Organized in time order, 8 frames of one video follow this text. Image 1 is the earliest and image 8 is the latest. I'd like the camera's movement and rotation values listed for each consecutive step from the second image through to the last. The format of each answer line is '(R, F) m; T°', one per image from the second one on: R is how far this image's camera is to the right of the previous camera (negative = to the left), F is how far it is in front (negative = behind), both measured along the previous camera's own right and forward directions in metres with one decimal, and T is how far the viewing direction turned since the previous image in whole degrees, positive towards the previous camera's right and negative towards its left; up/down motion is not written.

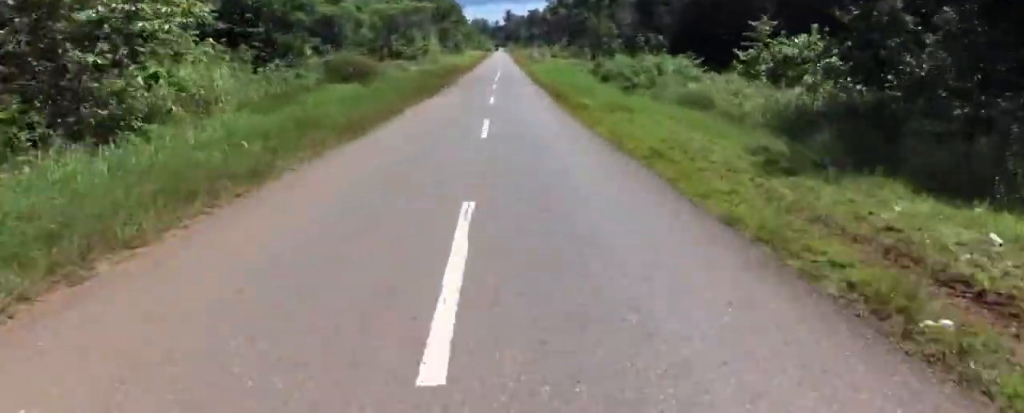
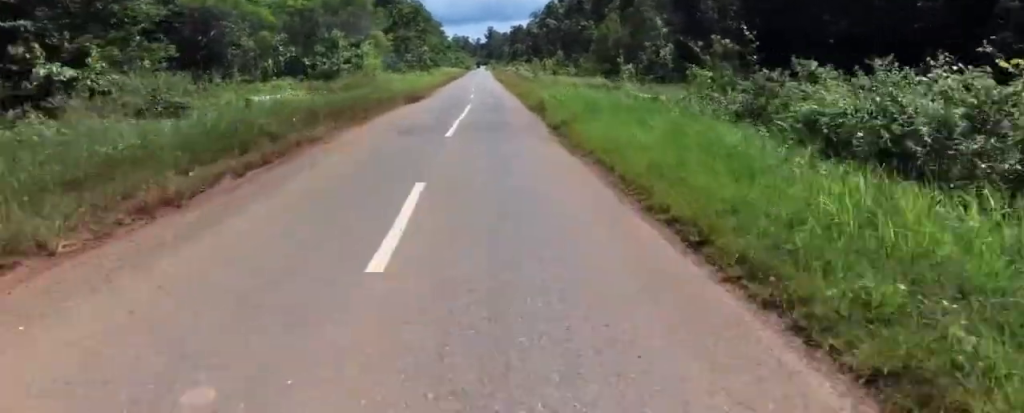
(-0.8, +24.9) m; -3°
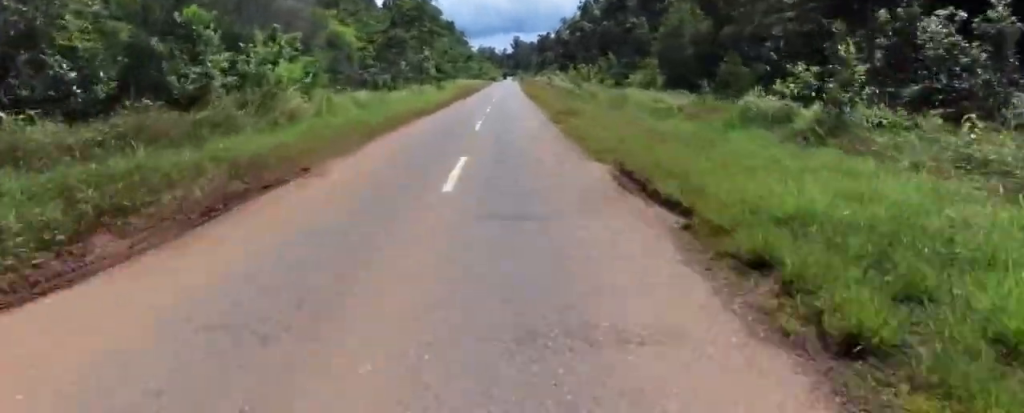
(0.0, +19.5) m; -1°
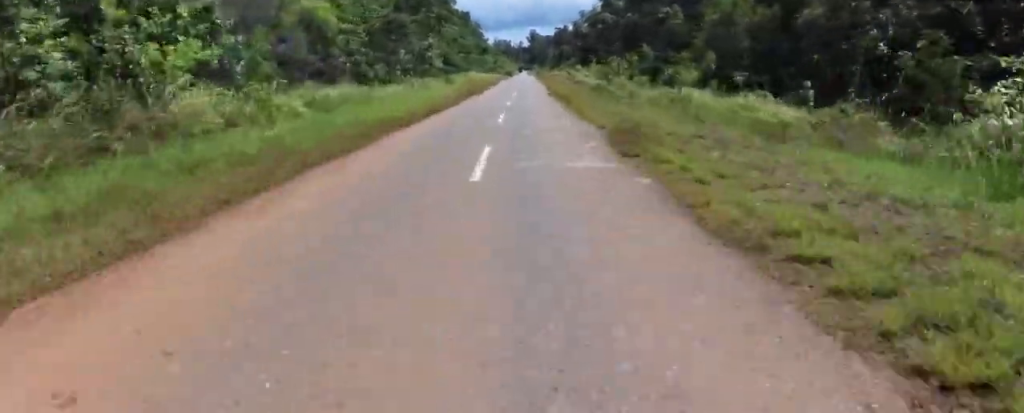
(+0.1, +7.2) m; -1°
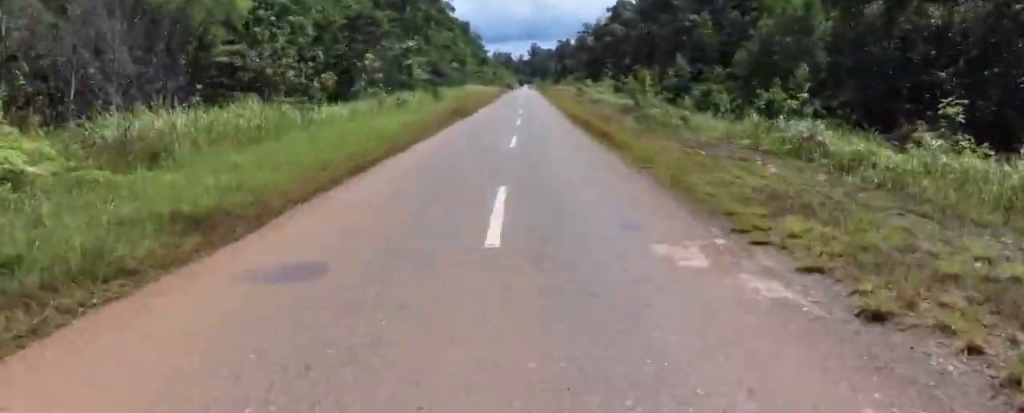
(-0.2, +9.7) m; -1°
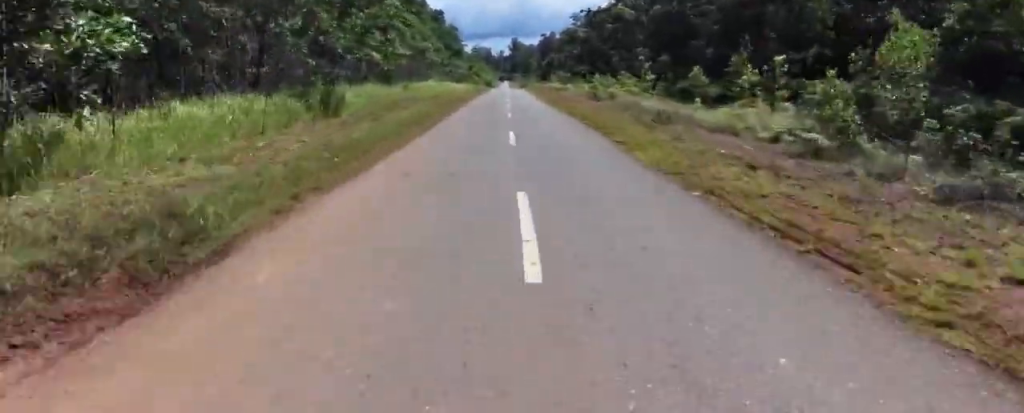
(-0.1, +23.9) m; 0°
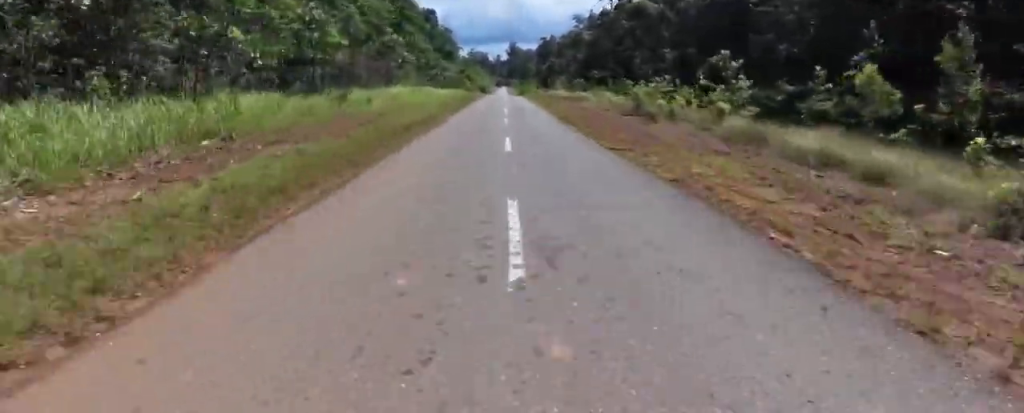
(+0.1, +15.4) m; +3°
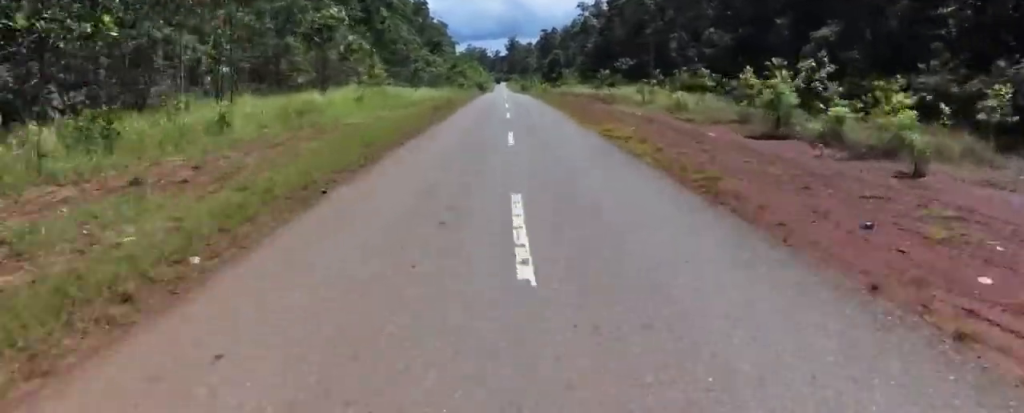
(+0.5, +15.7) m; 0°
